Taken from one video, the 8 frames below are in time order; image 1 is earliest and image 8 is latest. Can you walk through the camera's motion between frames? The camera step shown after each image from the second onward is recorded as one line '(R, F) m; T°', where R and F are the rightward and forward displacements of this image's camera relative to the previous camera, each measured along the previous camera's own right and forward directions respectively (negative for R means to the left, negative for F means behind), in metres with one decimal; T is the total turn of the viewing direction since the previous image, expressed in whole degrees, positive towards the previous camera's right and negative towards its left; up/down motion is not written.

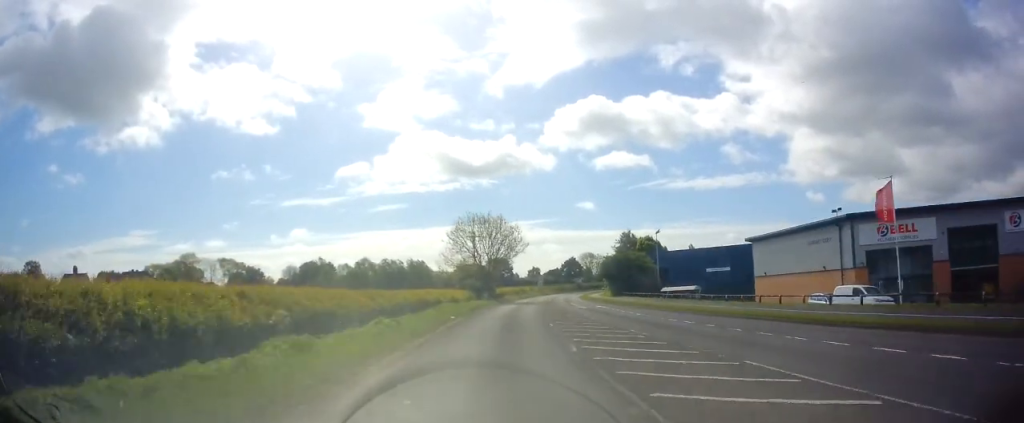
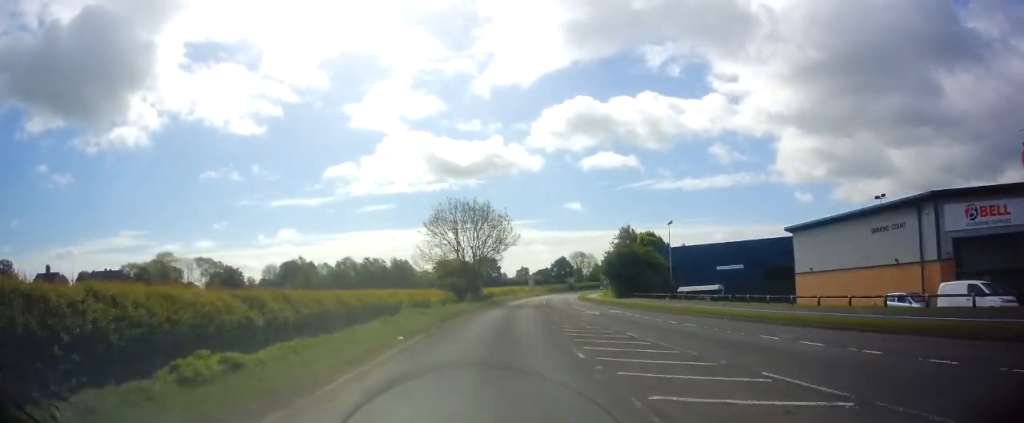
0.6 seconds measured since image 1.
(0.0, +10.1) m; +1°
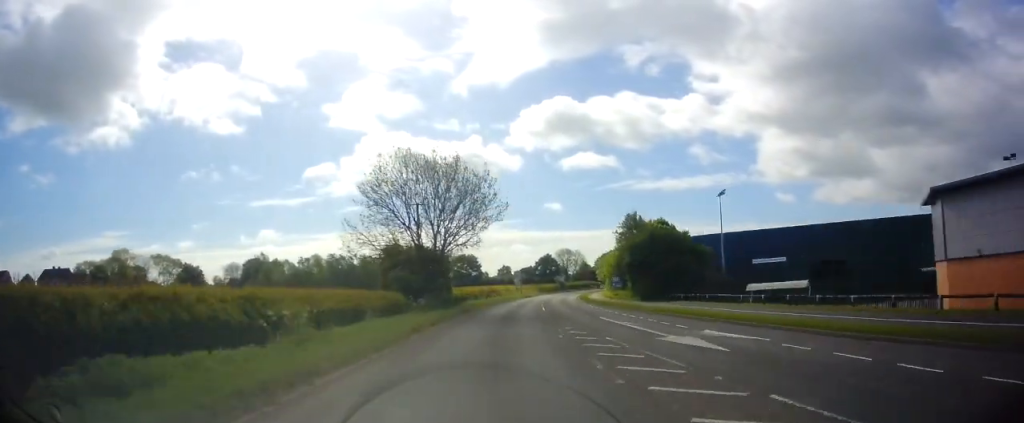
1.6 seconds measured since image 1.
(+0.3, +19.3) m; +2°
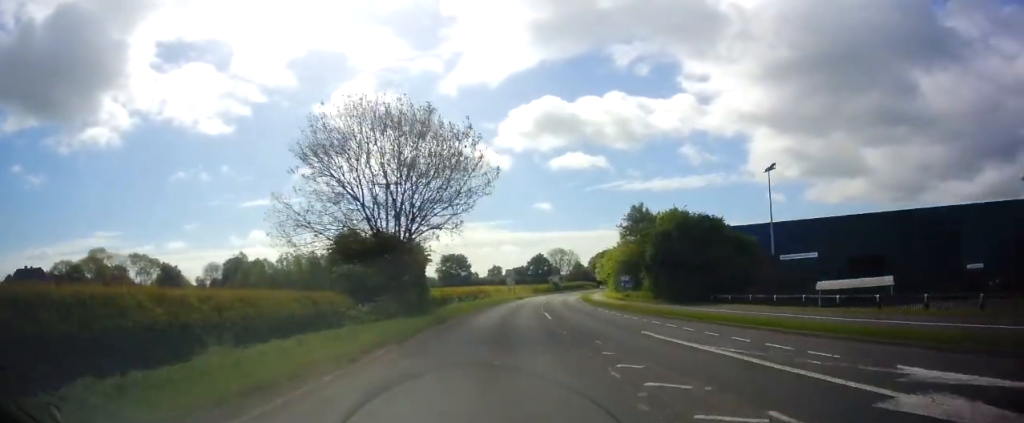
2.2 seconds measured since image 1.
(+0.2, +9.7) m; +1°
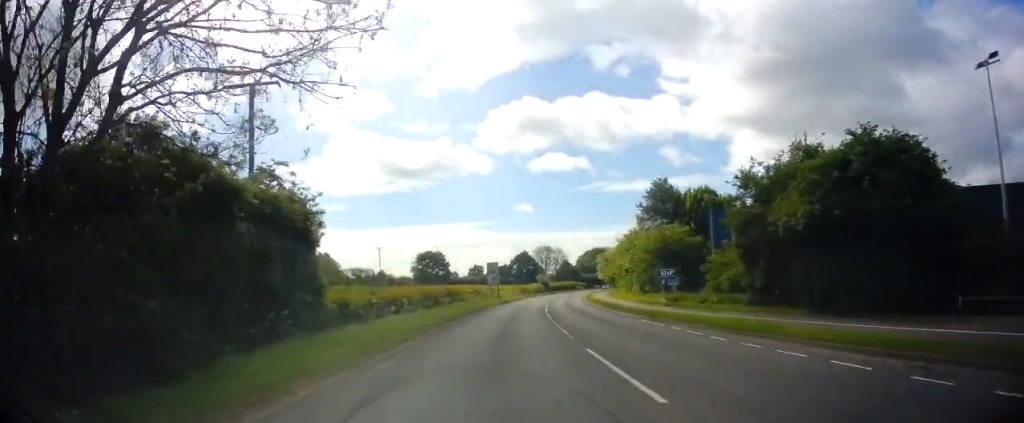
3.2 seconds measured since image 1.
(0.0, +19.7) m; +1°
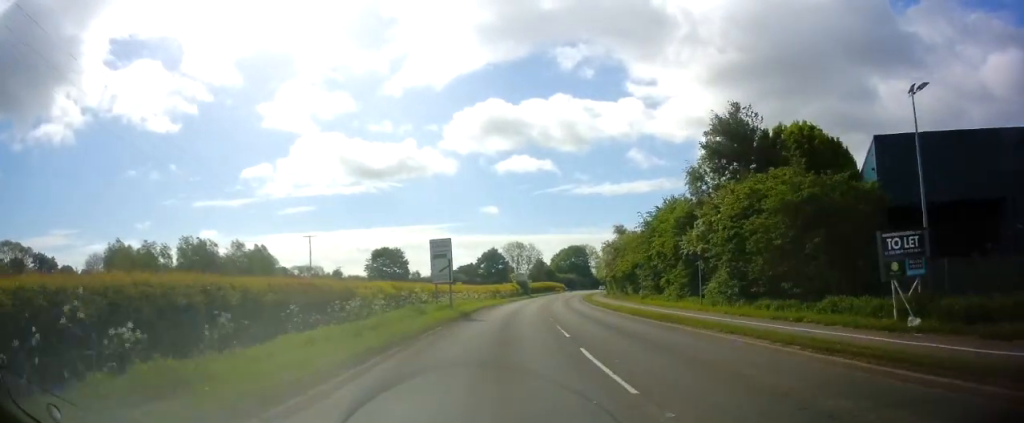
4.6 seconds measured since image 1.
(+0.8, +25.8) m; +3°
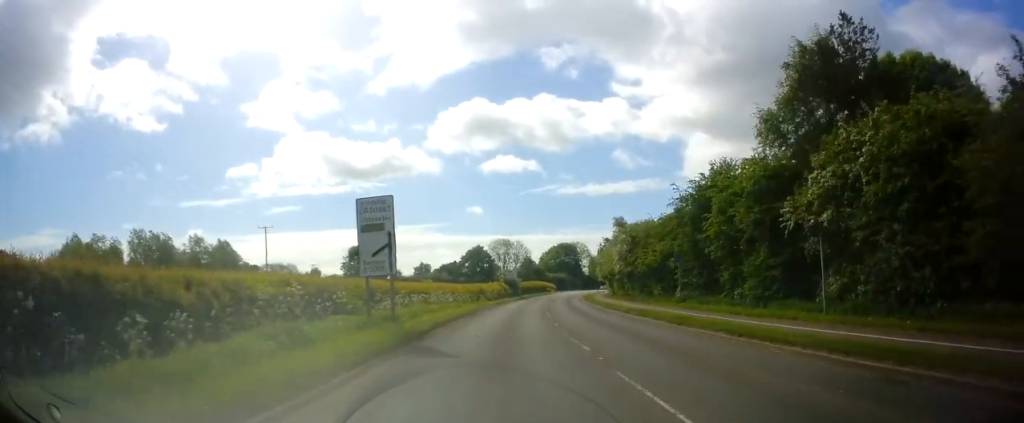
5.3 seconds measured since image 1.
(+0.1, +12.9) m; +1°
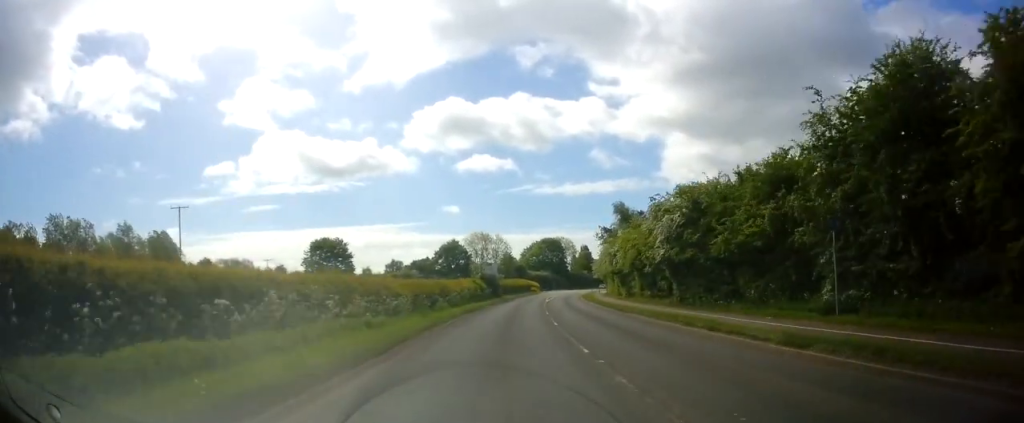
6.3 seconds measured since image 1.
(+0.3, +18.4) m; +3°
